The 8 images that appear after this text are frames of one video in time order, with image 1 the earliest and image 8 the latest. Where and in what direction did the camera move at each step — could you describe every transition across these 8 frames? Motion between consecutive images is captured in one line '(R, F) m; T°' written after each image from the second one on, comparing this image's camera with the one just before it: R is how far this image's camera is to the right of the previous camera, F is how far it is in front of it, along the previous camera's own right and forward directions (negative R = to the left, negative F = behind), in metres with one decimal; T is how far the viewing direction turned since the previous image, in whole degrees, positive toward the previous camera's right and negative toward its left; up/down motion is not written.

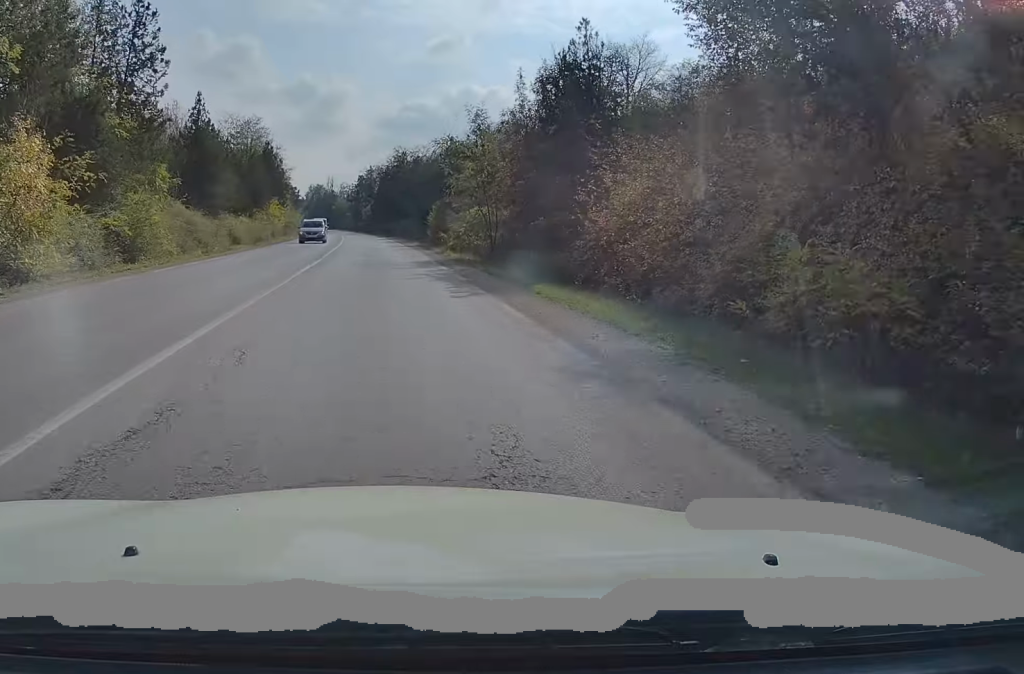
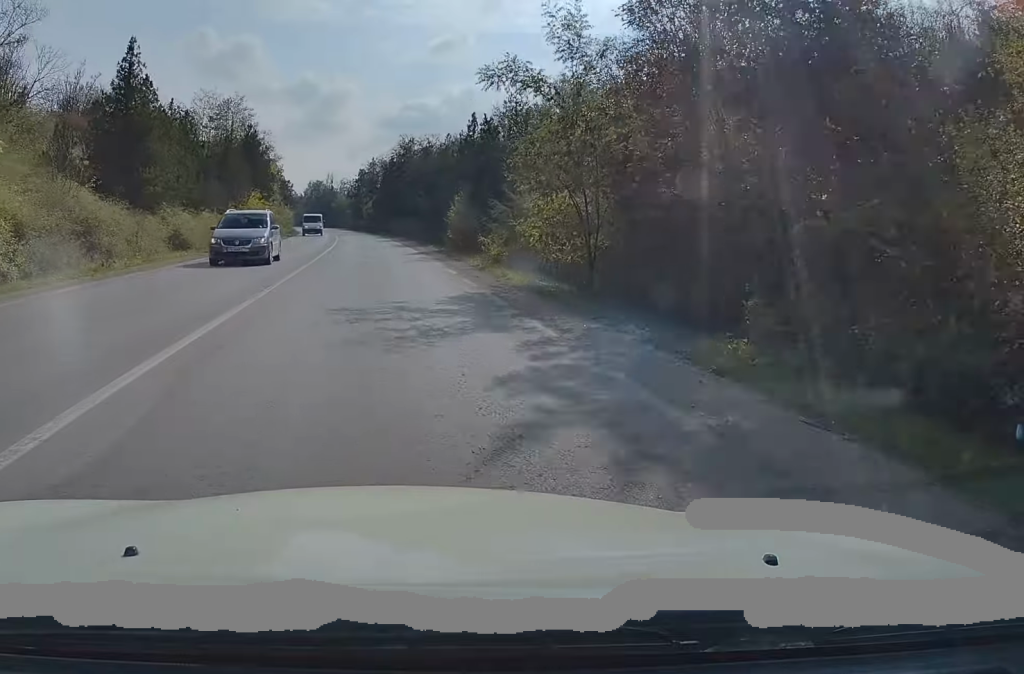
(-0.2, +14.4) m; -1°
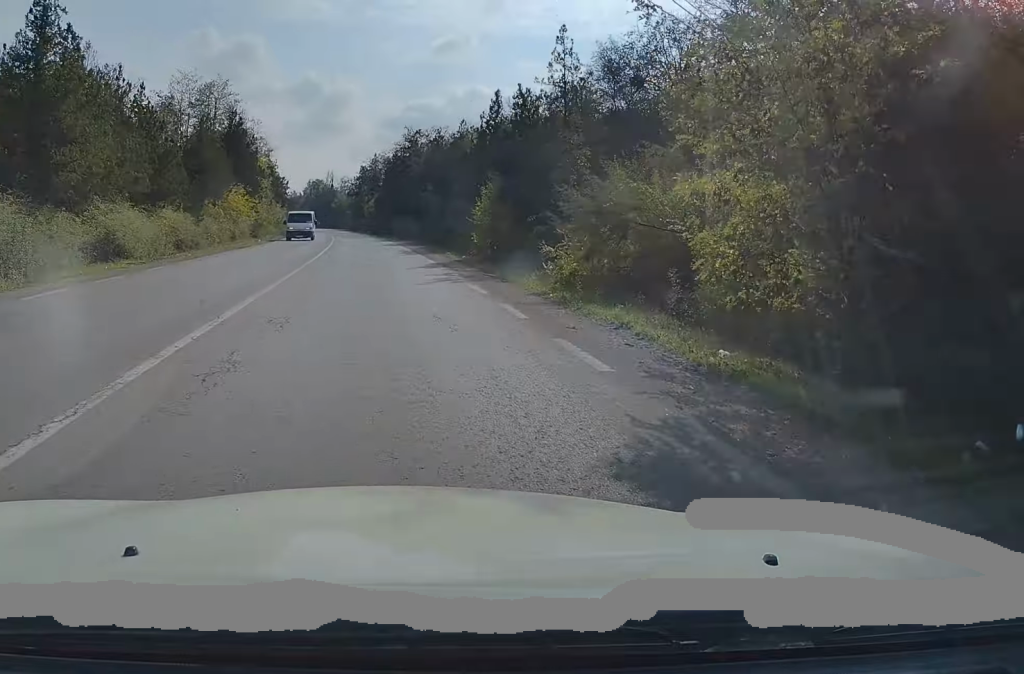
(0.0, +10.0) m; 0°
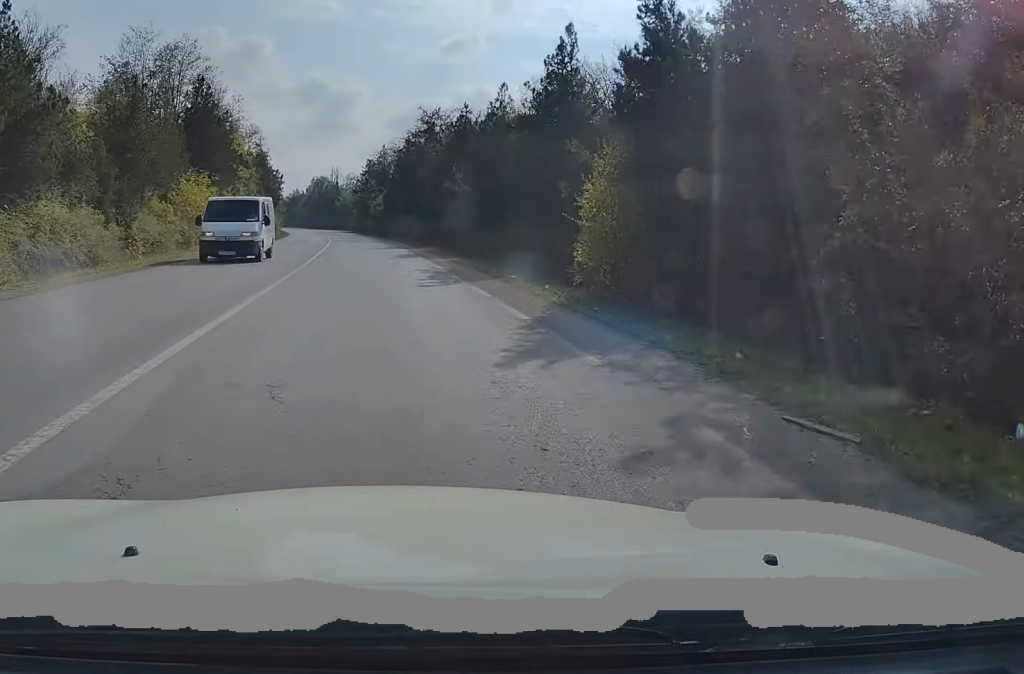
(0.0, +15.9) m; -1°
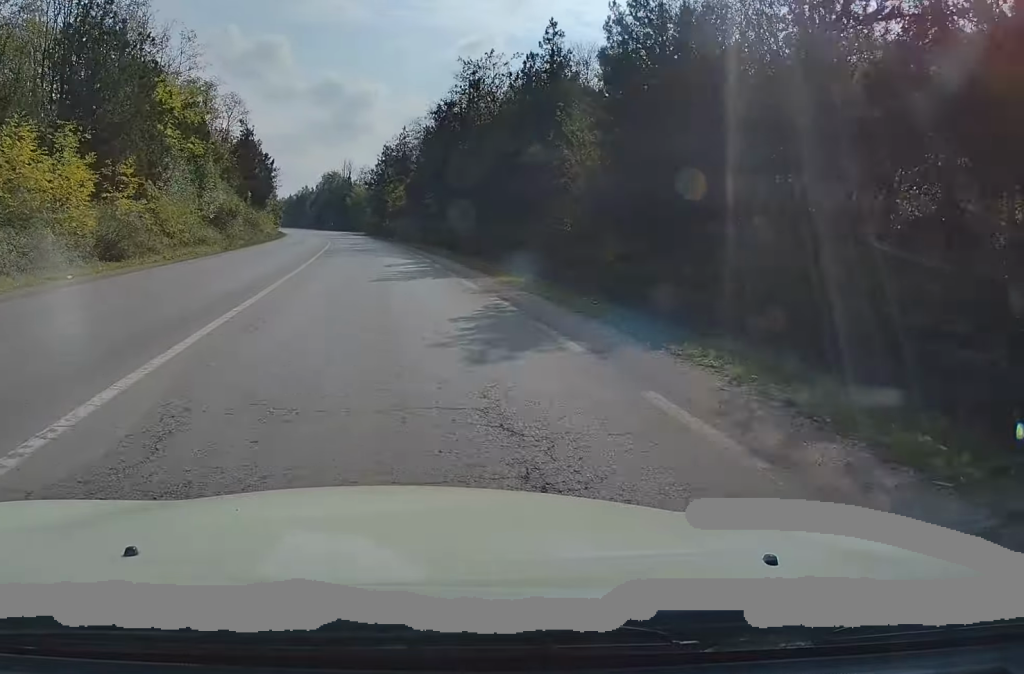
(-0.4, +23.2) m; -2°
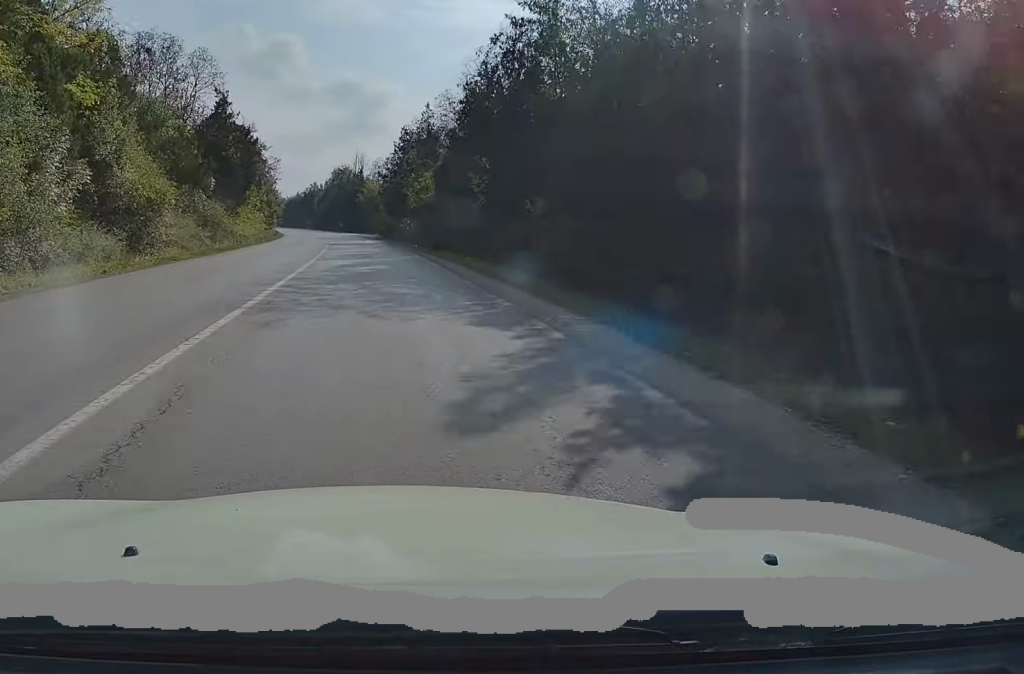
(-0.2, +19.3) m; -1°
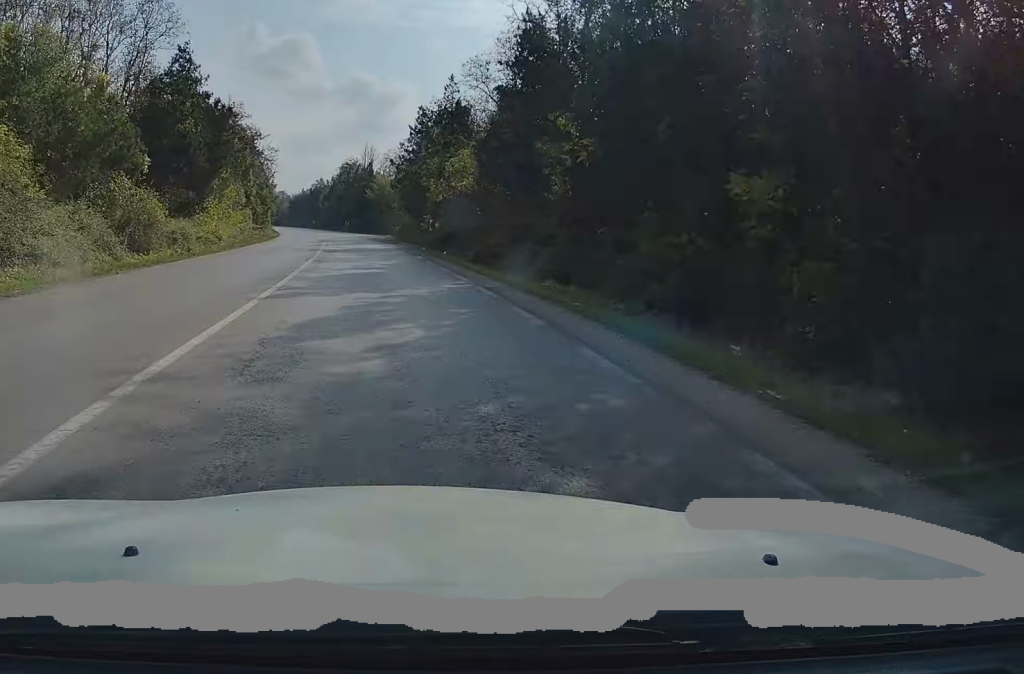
(0.0, +14.8) m; 0°
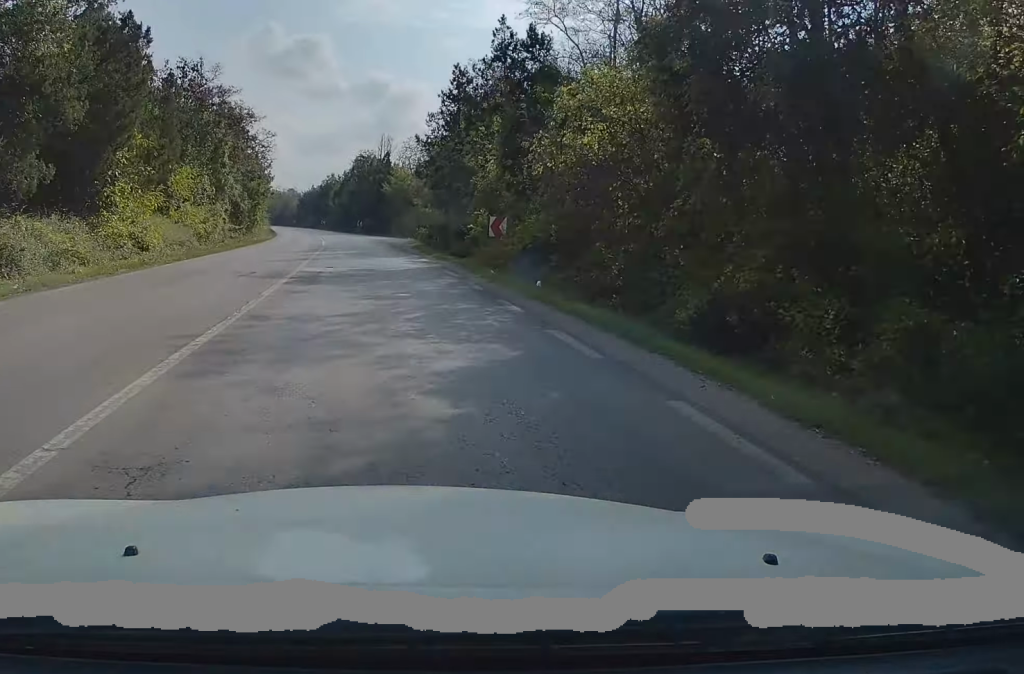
(-0.2, +18.6) m; -1°
